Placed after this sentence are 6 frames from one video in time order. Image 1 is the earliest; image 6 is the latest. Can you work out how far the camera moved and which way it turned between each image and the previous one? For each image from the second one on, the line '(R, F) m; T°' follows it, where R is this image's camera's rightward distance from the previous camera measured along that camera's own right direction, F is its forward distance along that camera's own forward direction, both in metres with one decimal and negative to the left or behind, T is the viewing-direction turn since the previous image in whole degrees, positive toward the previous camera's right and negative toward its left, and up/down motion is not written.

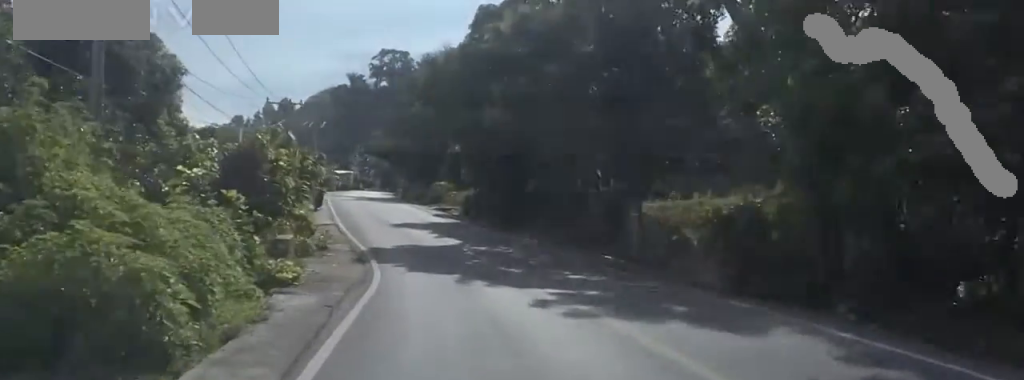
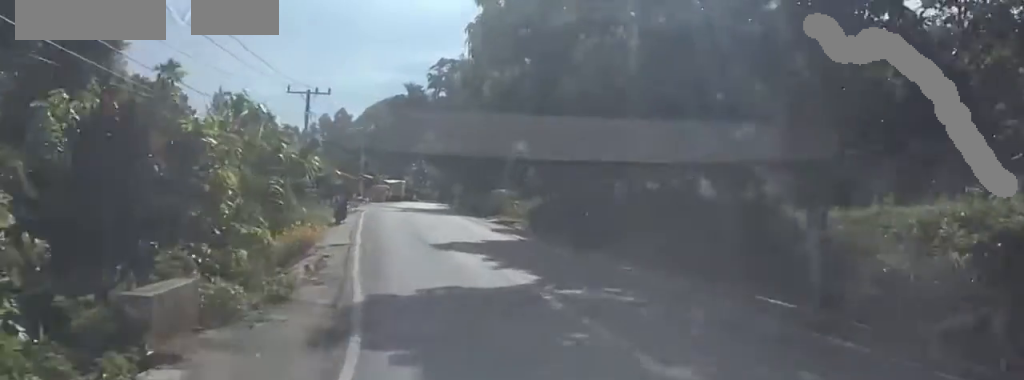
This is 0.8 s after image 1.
(+0.1, +11.4) m; -2°
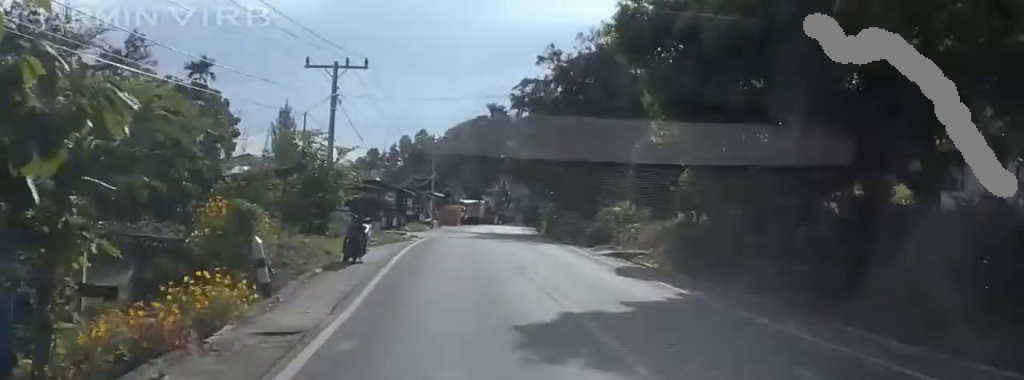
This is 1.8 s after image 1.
(-0.8, +15.4) m; -4°
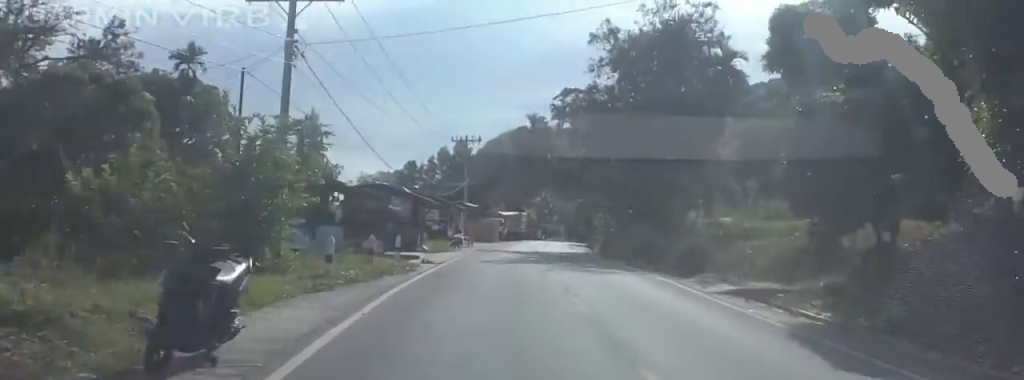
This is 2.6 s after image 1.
(-0.2, +12.6) m; -1°
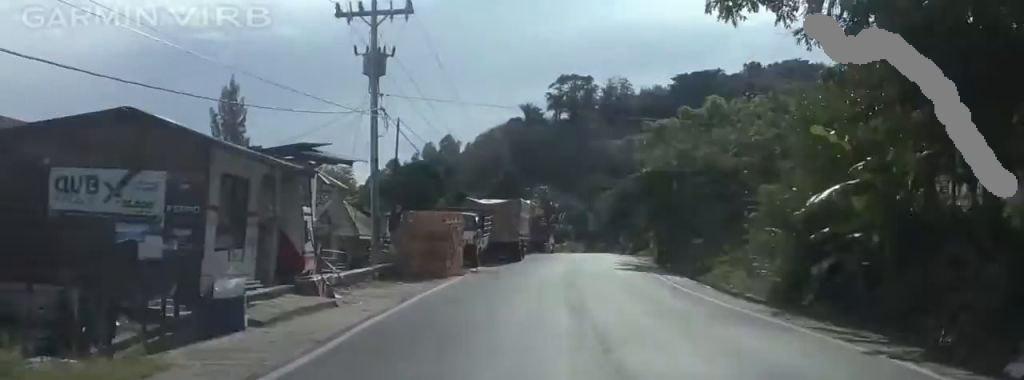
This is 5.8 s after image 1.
(+0.9, +45.0) m; +2°
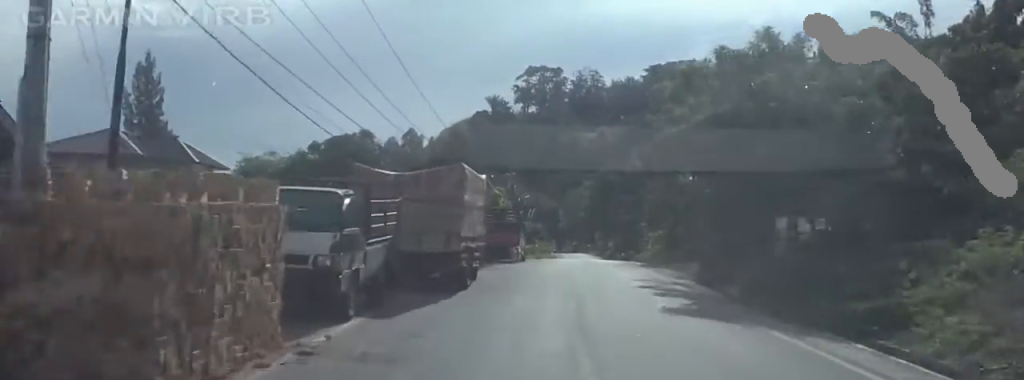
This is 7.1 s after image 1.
(-0.3, +18.5) m; -1°
